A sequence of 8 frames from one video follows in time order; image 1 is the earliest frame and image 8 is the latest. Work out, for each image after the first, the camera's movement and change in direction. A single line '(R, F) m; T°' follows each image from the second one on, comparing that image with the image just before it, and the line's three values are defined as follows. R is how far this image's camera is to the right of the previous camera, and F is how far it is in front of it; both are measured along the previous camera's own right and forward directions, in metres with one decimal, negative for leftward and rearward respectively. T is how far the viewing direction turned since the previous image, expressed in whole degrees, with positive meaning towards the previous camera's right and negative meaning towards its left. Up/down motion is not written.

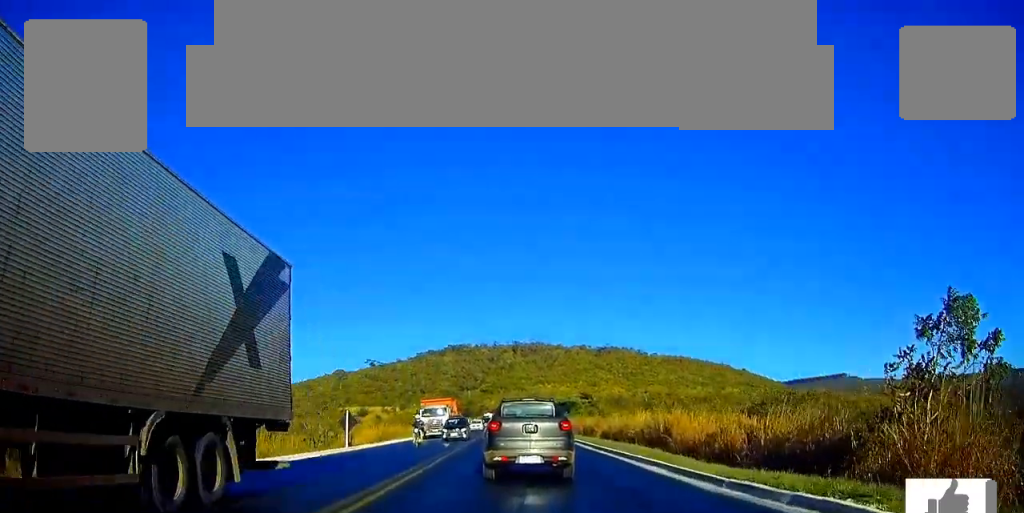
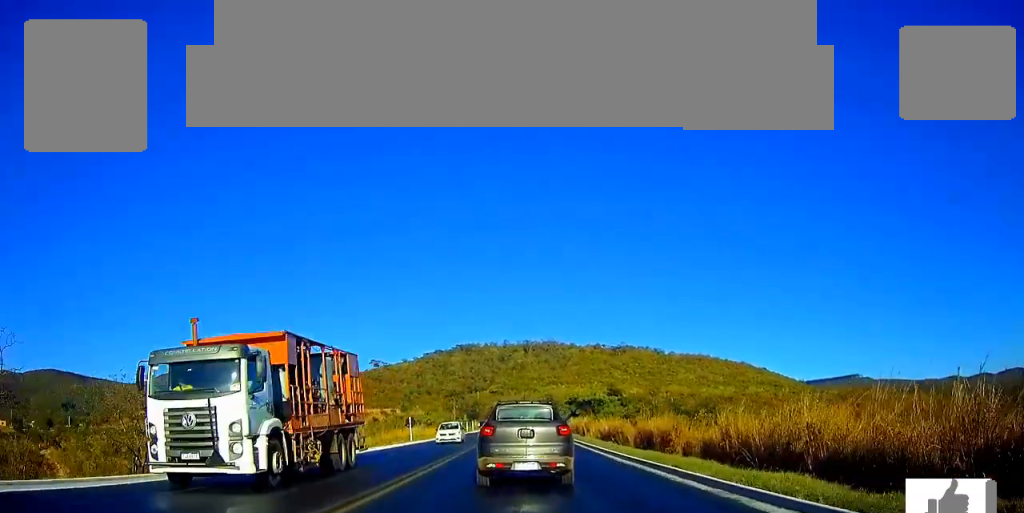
(-0.1, +22.5) m; -2°
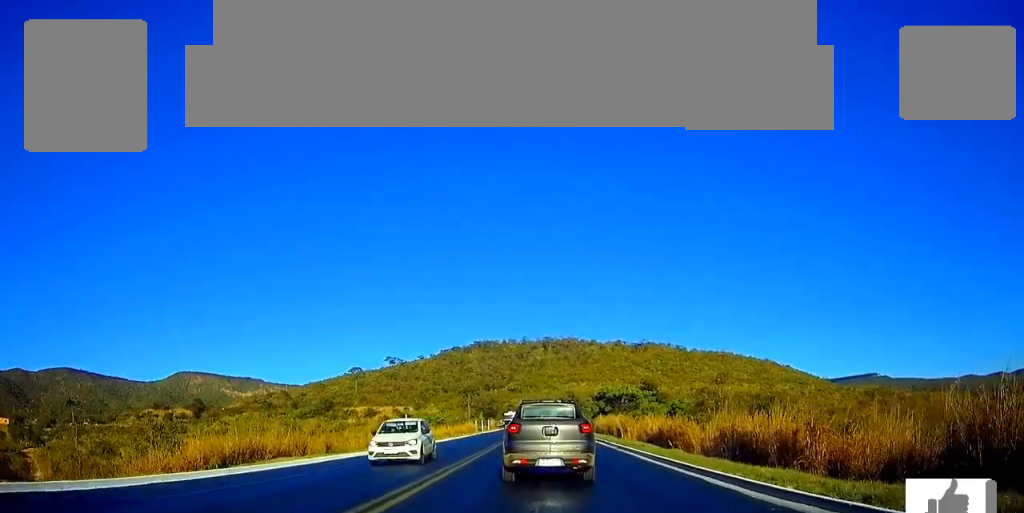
(-0.2, +11.9) m; -1°
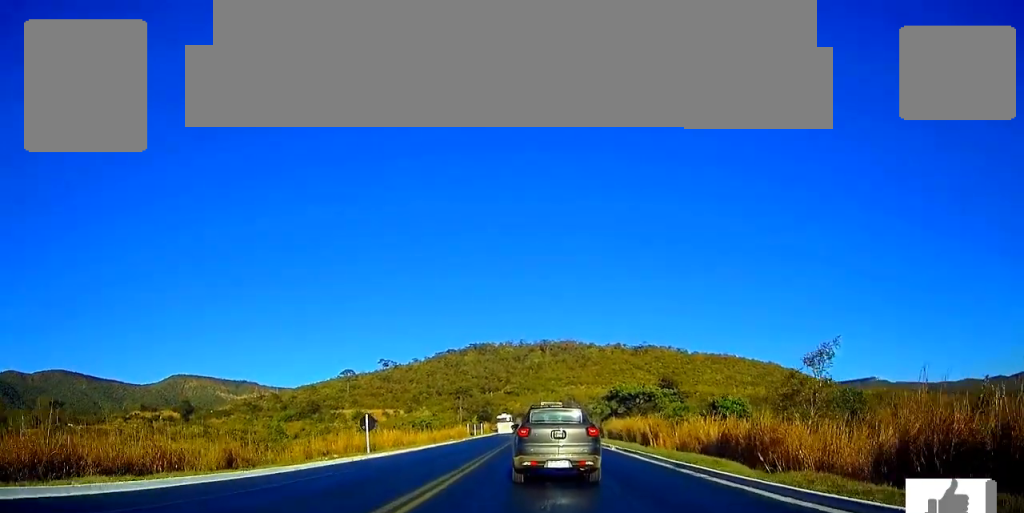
(0.0, +12.6) m; +1°
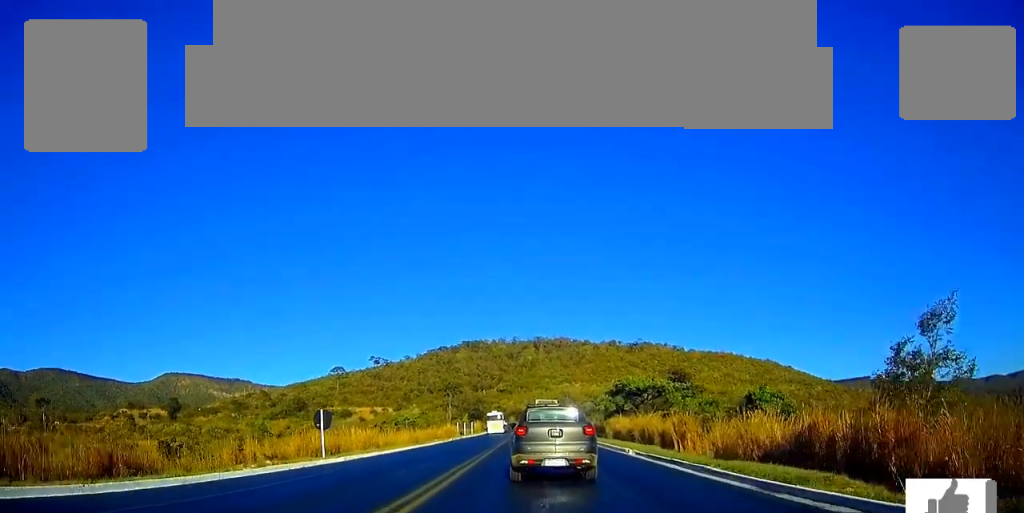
(0.0, +7.9) m; +1°
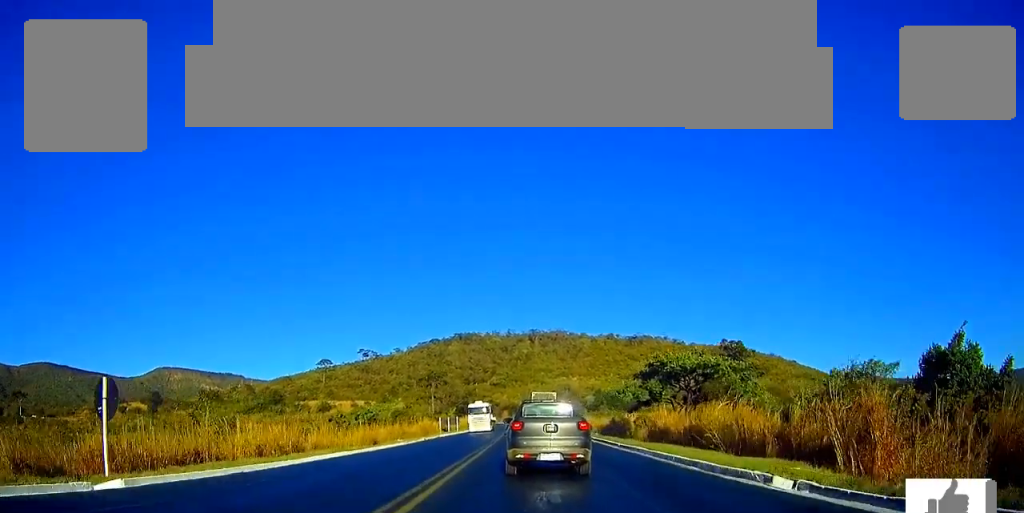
(+0.2, +17.2) m; 0°
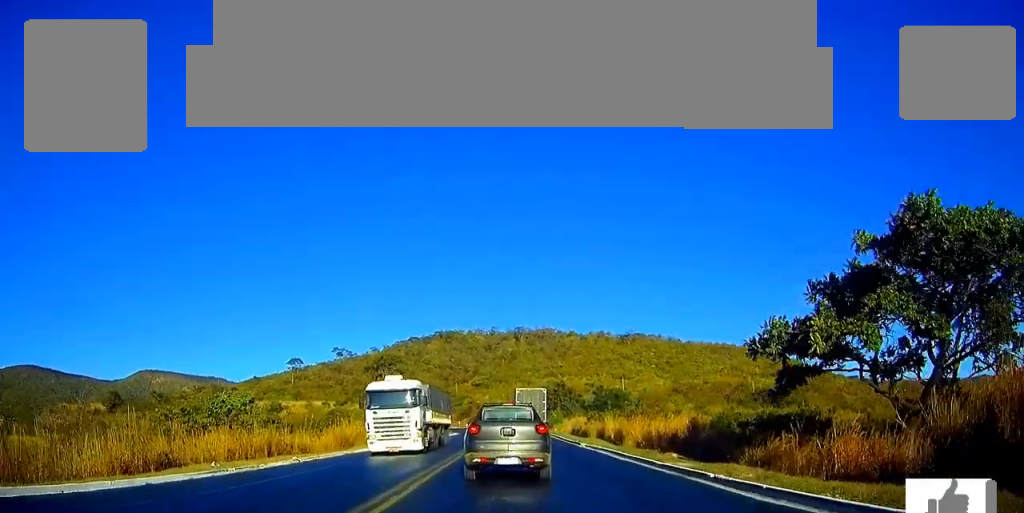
(+0.3, +28.7) m; +1°
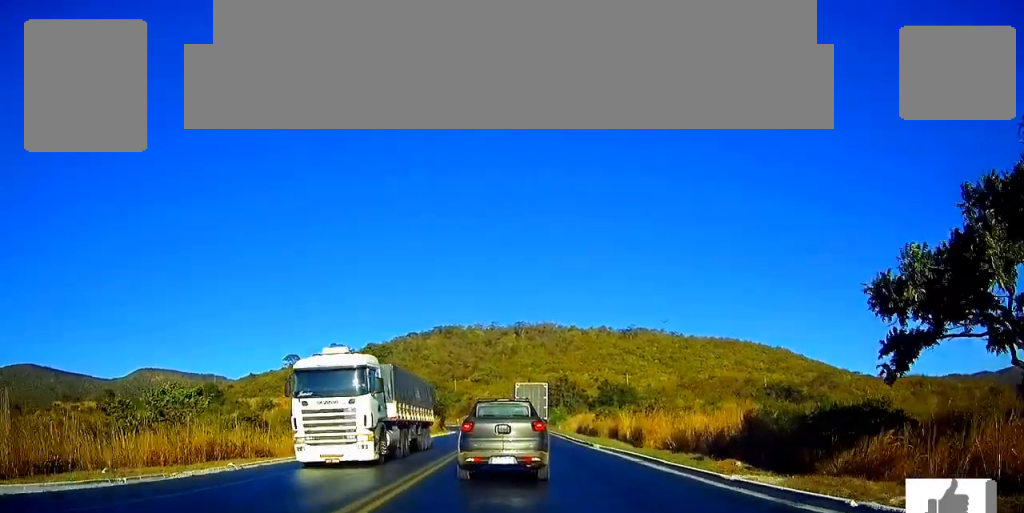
(+0.1, +6.2) m; 0°
